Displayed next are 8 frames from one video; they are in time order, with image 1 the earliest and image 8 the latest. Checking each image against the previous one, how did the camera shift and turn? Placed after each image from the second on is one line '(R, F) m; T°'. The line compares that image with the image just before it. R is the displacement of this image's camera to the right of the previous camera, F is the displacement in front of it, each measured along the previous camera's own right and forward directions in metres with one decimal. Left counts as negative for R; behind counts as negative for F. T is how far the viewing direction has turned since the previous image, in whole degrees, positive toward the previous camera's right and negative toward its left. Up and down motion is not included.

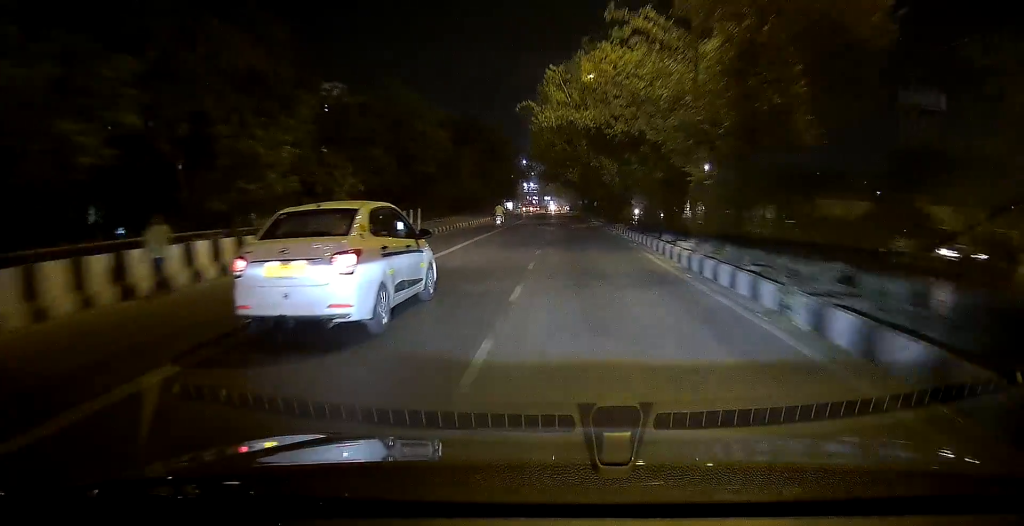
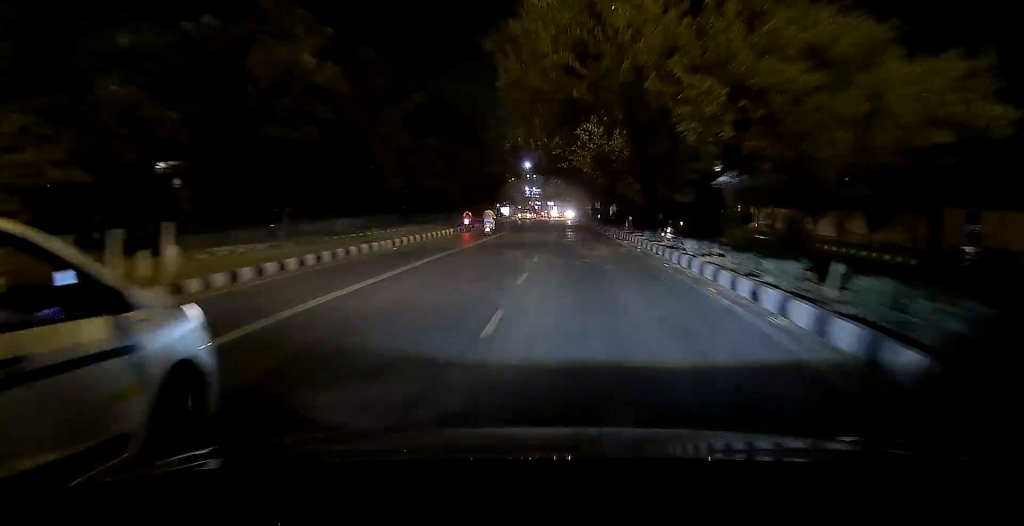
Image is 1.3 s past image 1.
(-0.1, +21.1) m; -1°
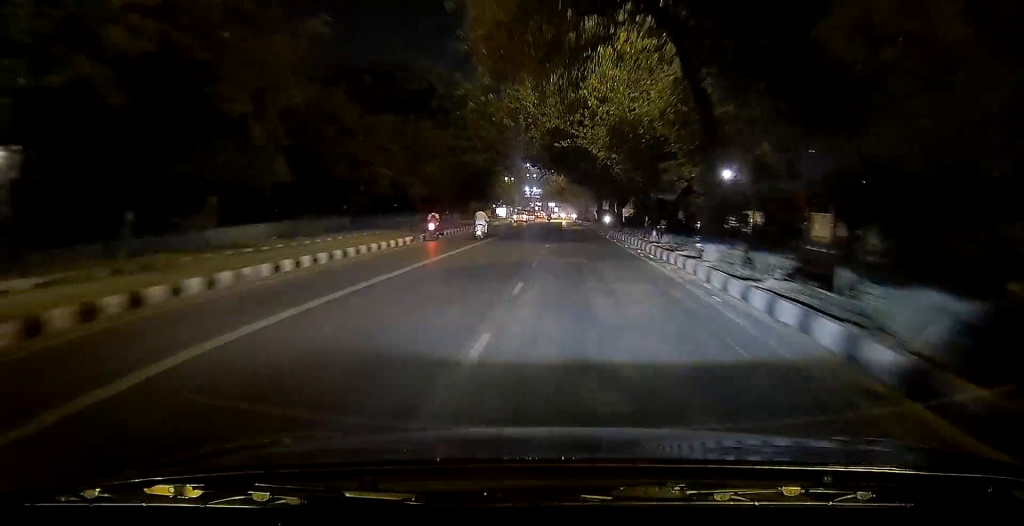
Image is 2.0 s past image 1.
(-0.1, +10.8) m; 0°
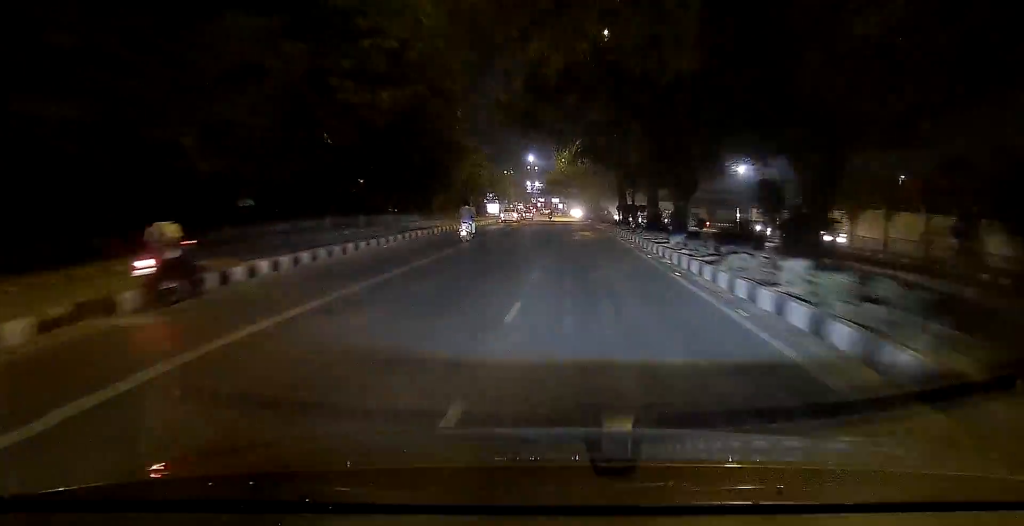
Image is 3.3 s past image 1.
(+0.1, +21.7) m; -1°
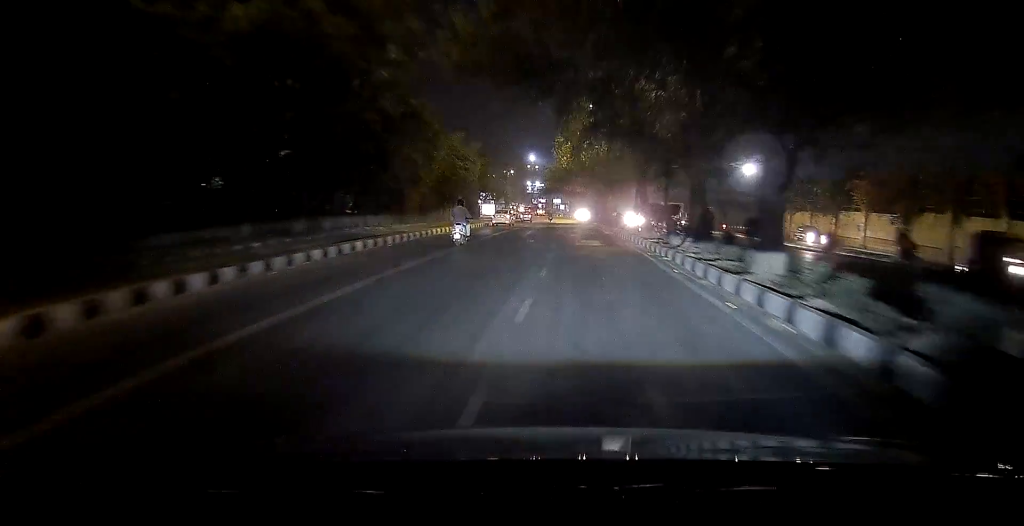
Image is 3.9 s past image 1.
(-0.2, +9.2) m; -1°
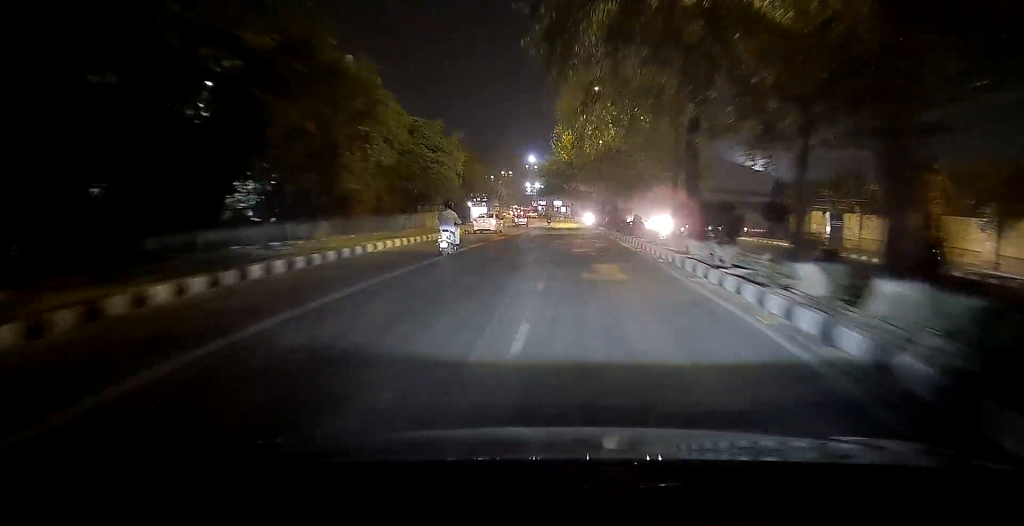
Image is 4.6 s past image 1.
(-0.3, +11.3) m; -1°
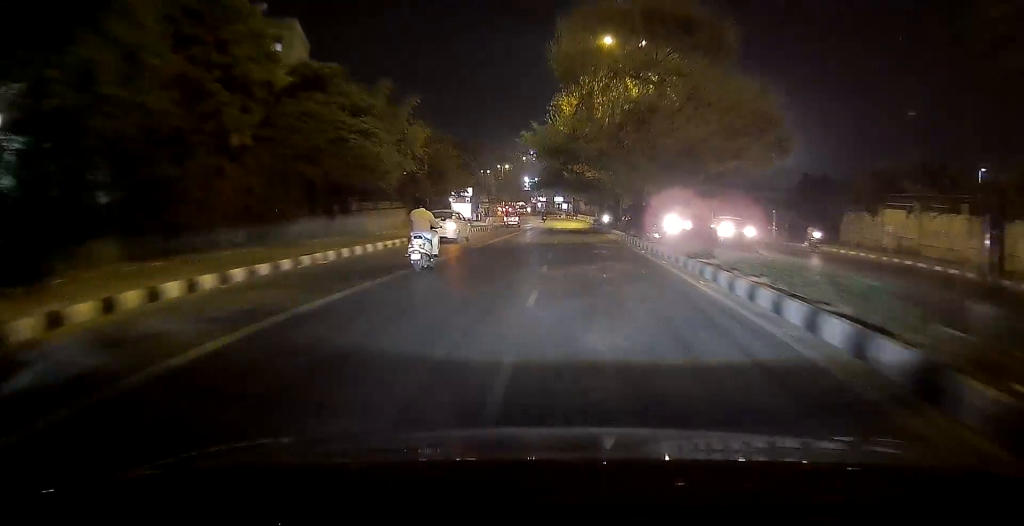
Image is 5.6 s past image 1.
(+0.3, +15.8) m; 0°
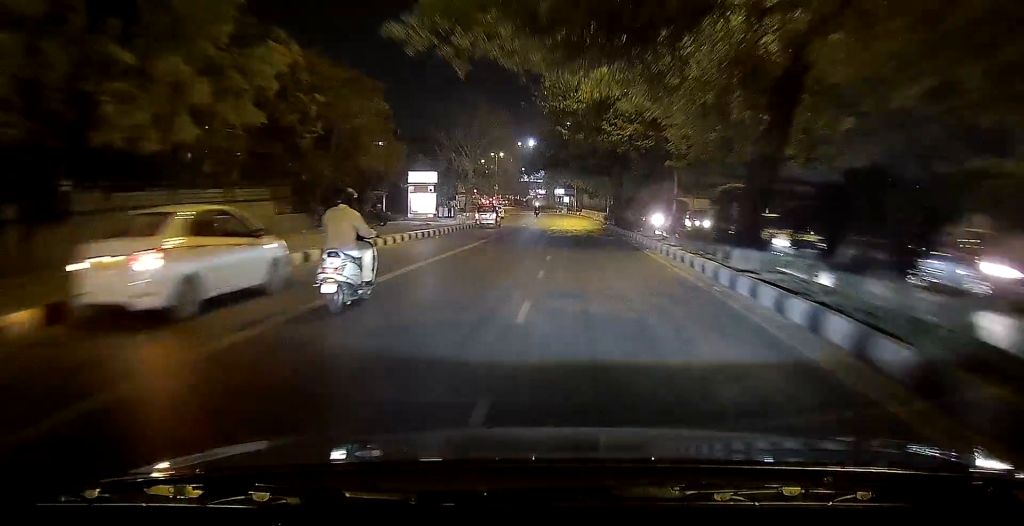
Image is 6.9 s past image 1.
(-0.1, +20.5) m; +1°
